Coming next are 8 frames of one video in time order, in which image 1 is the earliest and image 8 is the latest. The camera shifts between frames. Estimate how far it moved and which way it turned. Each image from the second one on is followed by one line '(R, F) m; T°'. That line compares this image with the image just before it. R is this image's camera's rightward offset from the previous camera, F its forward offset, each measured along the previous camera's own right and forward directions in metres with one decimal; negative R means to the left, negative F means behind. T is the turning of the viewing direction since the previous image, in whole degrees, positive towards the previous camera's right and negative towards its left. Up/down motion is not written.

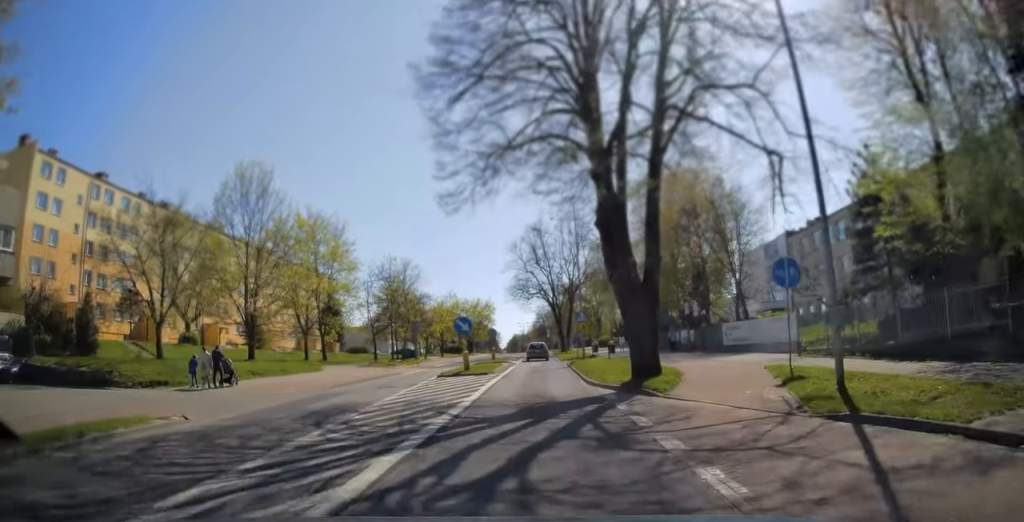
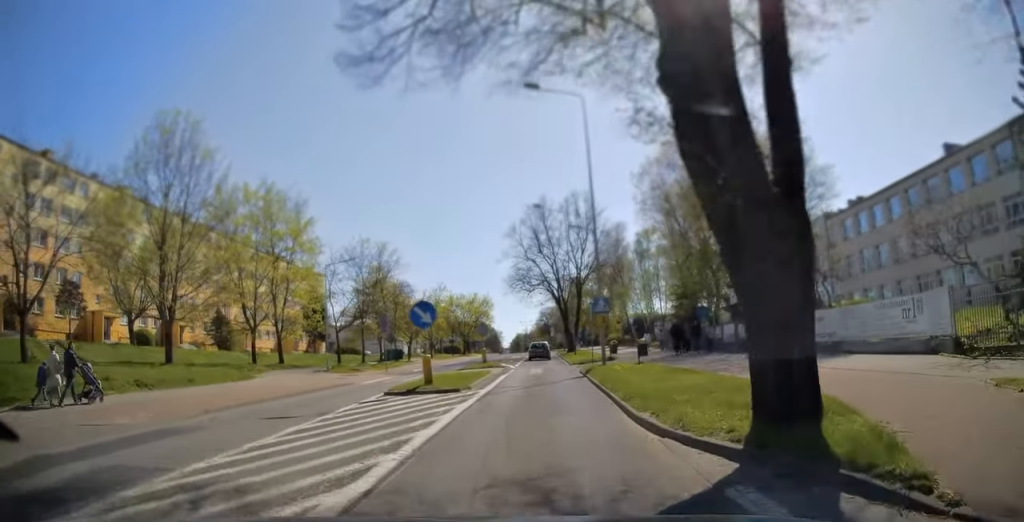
(0.0, +9.7) m; 0°
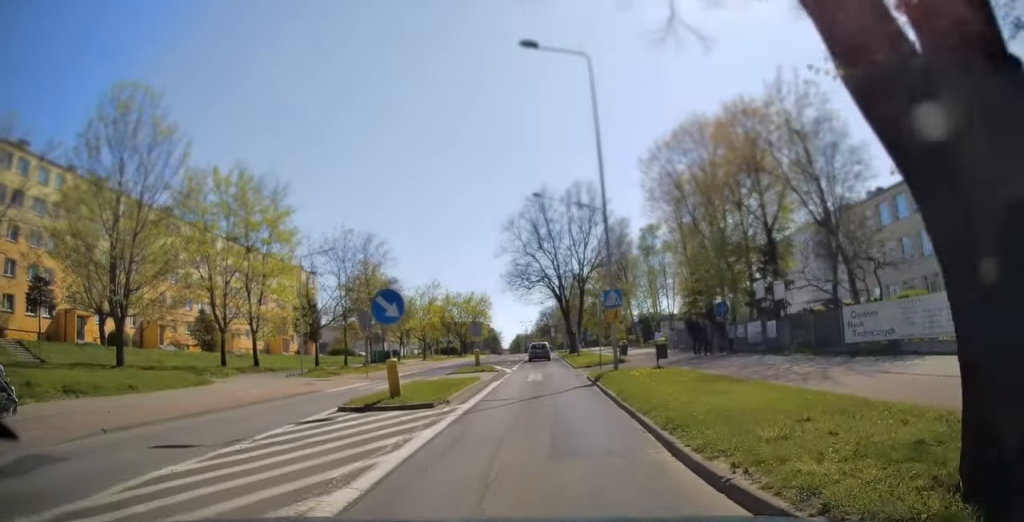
(0.0, +4.0) m; 0°
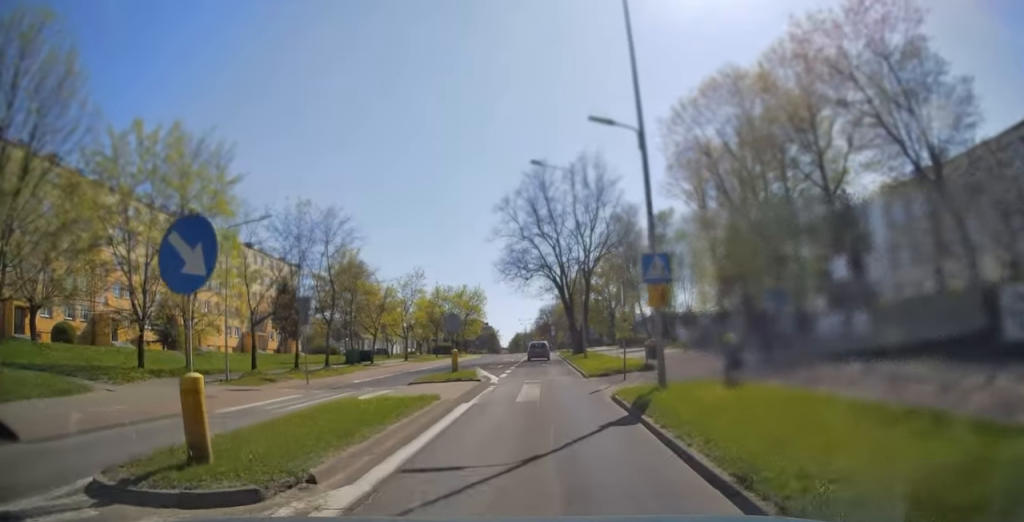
(-0.1, +8.0) m; +1°
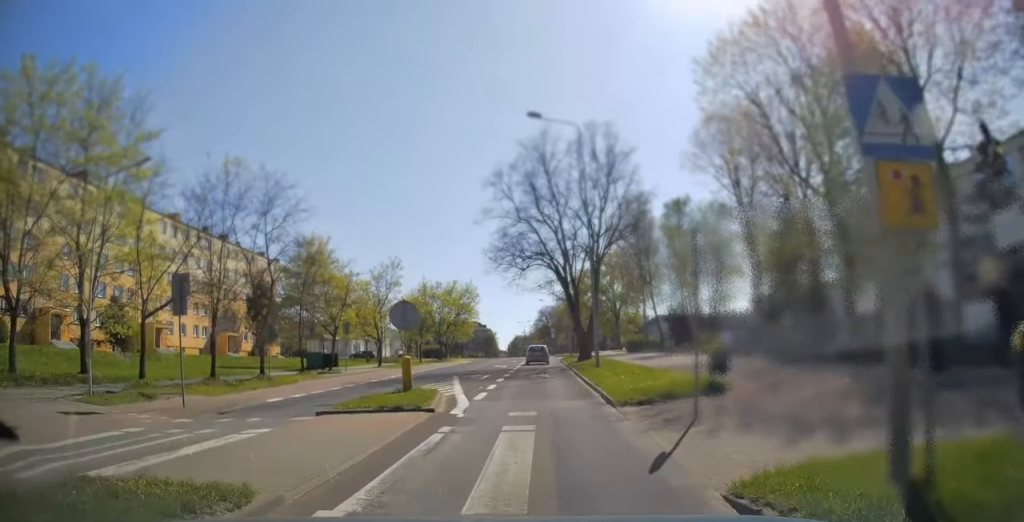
(+0.2, +8.5) m; +1°
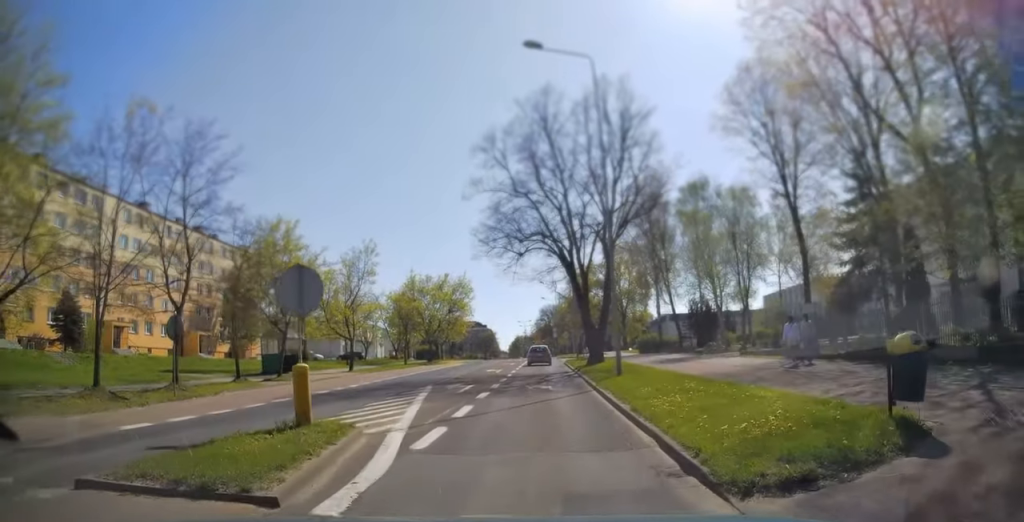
(+0.1, +7.3) m; 0°
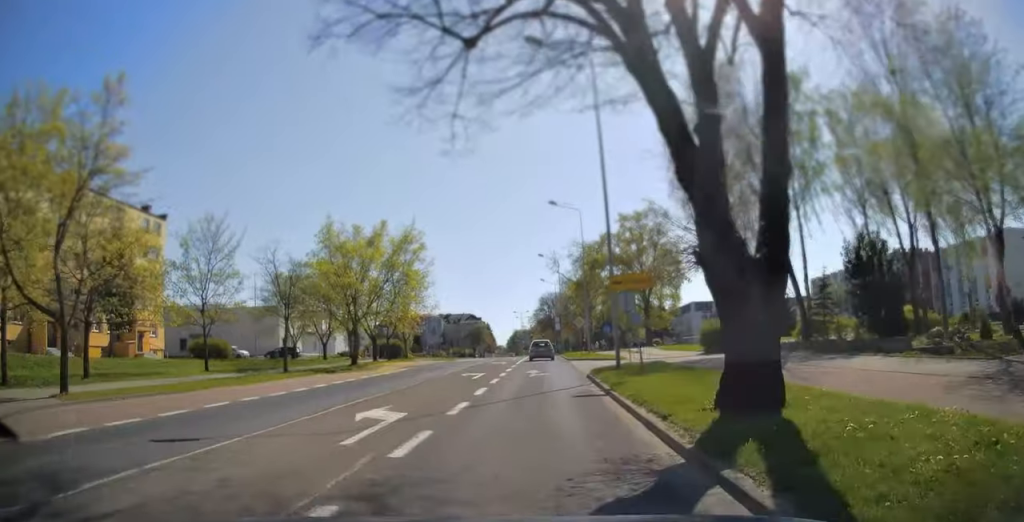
(-0.1, +25.4) m; -1°
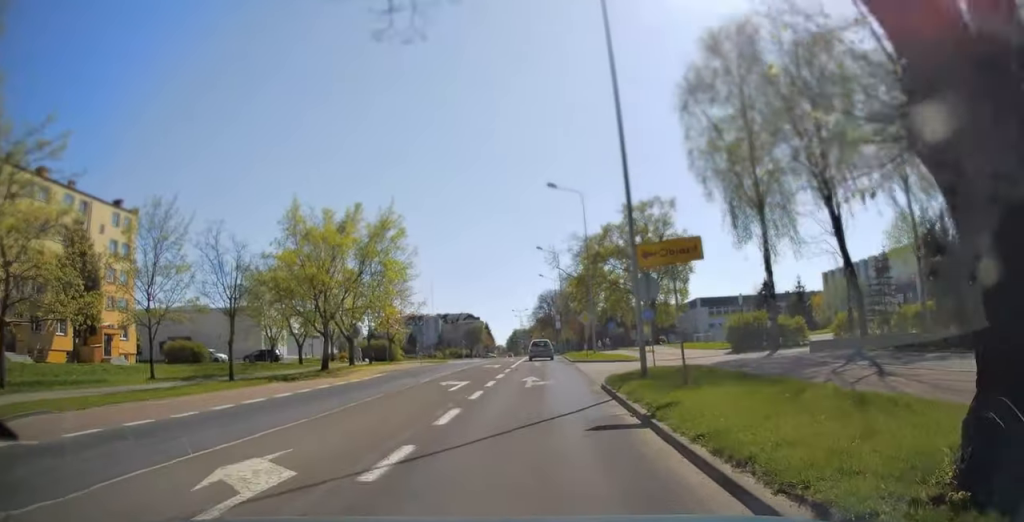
(-0.1, +5.3) m; 0°
